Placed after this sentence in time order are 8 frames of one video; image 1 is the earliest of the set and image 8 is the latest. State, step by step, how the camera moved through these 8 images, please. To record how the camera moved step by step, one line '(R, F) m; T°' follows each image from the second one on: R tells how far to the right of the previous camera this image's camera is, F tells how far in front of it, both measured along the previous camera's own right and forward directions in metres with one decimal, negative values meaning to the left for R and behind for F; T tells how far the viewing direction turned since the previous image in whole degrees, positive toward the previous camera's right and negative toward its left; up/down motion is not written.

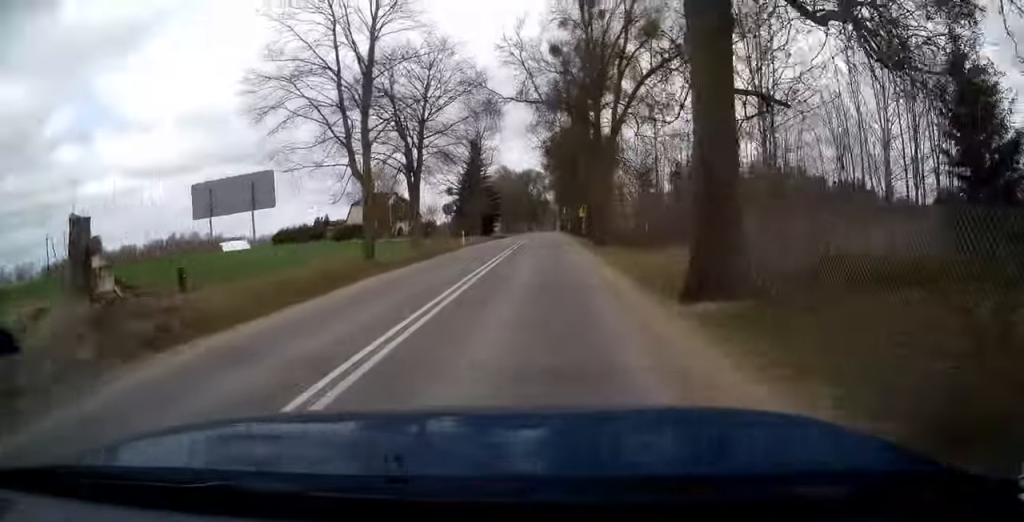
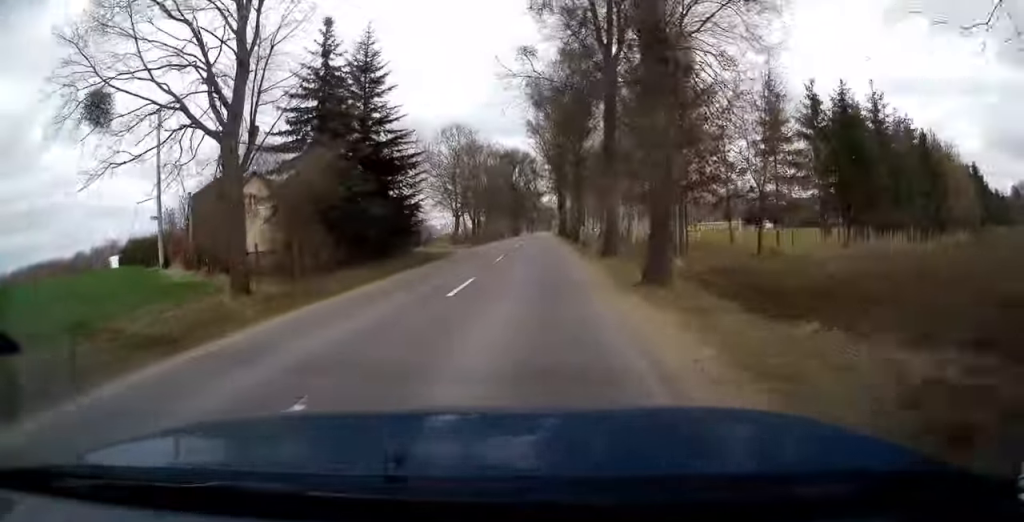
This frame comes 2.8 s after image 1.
(0.0, +49.2) m; 0°
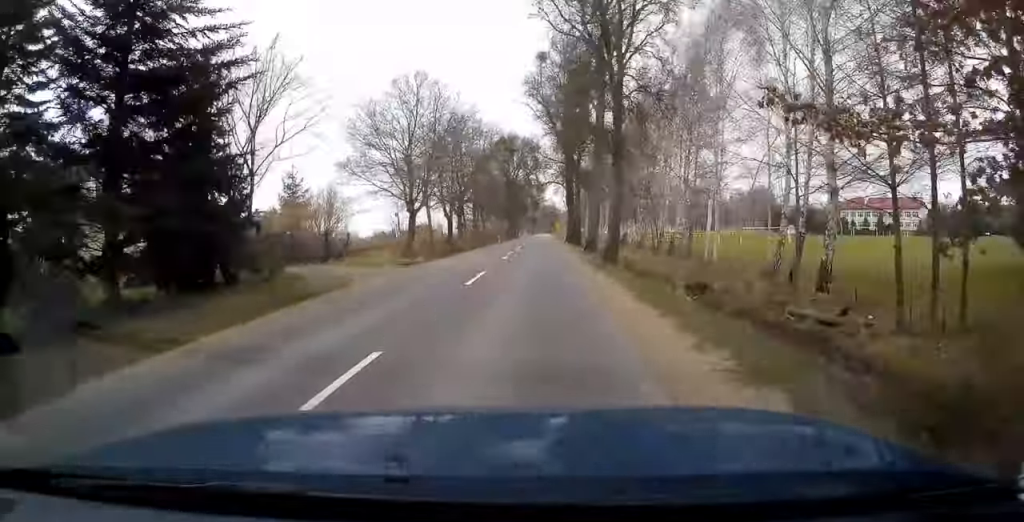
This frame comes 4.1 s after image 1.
(0.0, +22.8) m; 0°
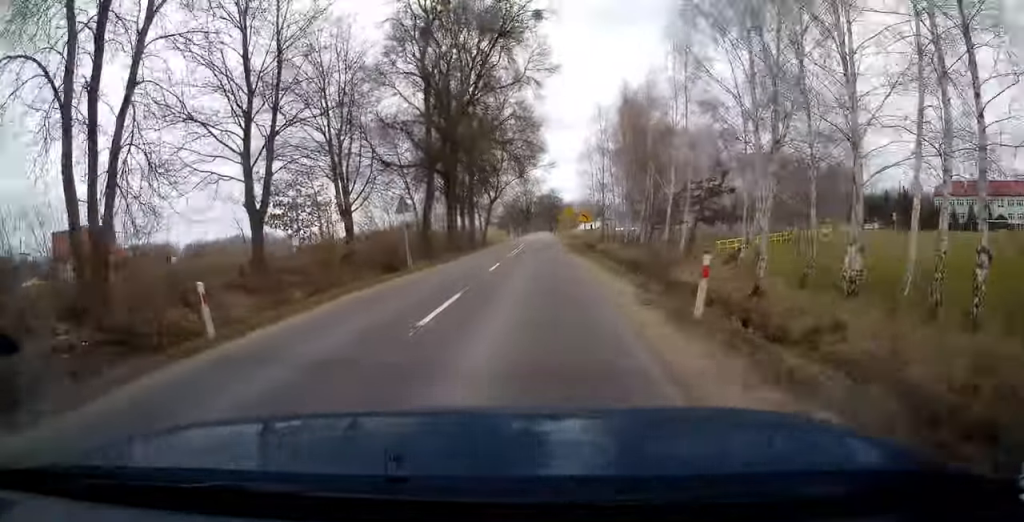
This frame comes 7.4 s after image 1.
(+0.1, +66.2) m; 0°
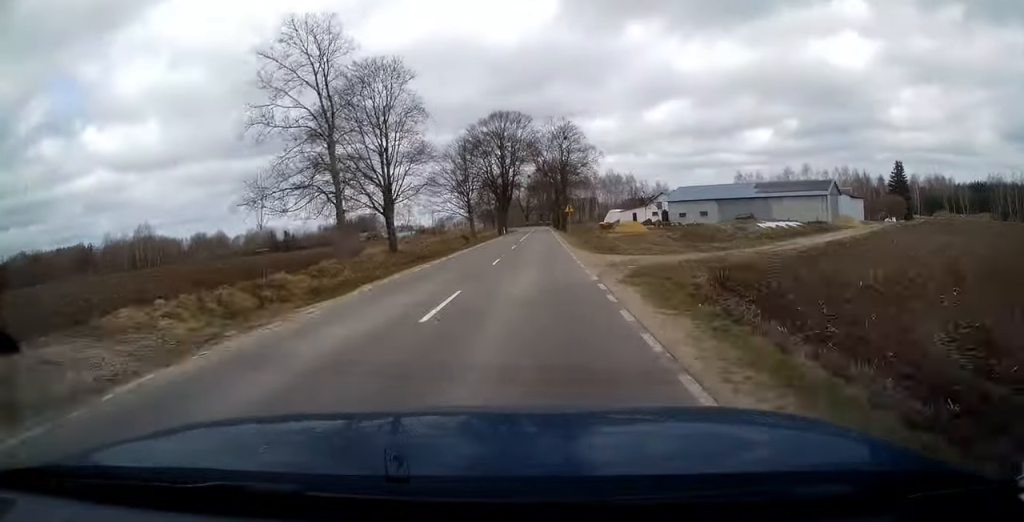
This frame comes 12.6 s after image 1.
(+0.1, +116.4) m; 0°
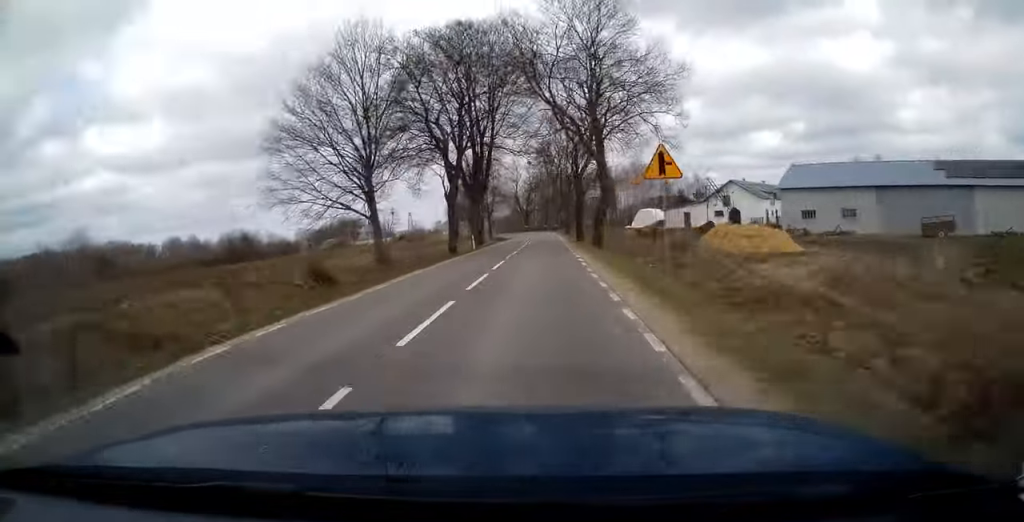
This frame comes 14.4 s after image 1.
(0.0, +41.0) m; -1°
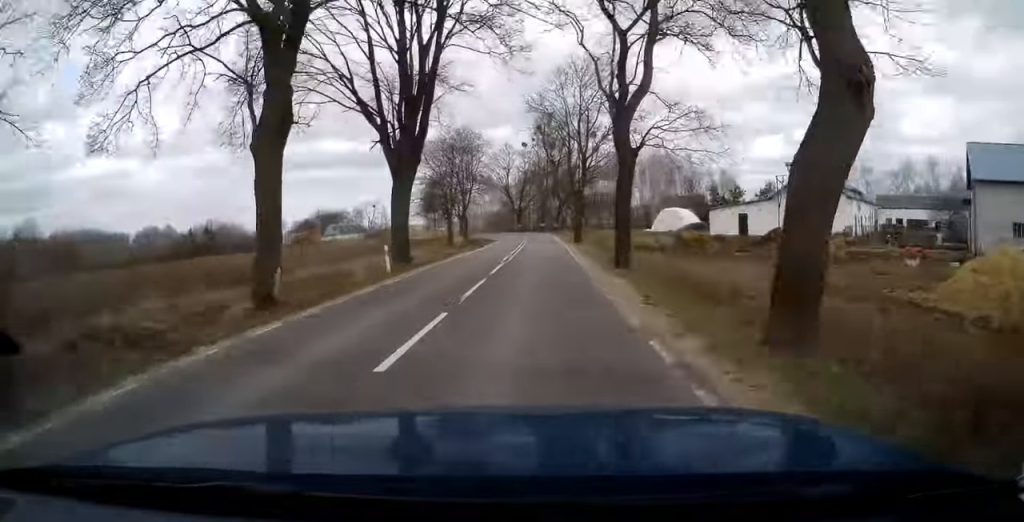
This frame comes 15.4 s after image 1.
(+0.2, +24.3) m; -1°
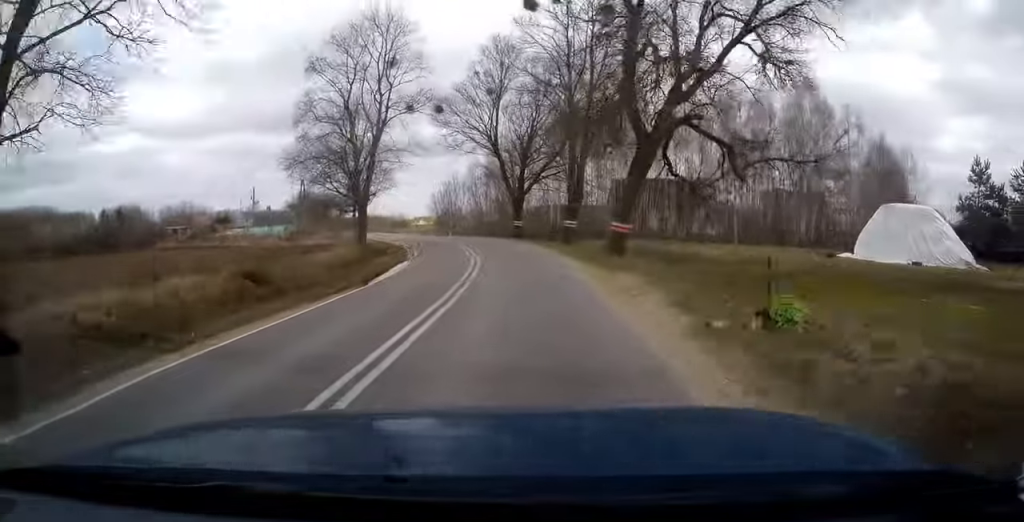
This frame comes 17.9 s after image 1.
(-1.9, +58.8) m; -8°
